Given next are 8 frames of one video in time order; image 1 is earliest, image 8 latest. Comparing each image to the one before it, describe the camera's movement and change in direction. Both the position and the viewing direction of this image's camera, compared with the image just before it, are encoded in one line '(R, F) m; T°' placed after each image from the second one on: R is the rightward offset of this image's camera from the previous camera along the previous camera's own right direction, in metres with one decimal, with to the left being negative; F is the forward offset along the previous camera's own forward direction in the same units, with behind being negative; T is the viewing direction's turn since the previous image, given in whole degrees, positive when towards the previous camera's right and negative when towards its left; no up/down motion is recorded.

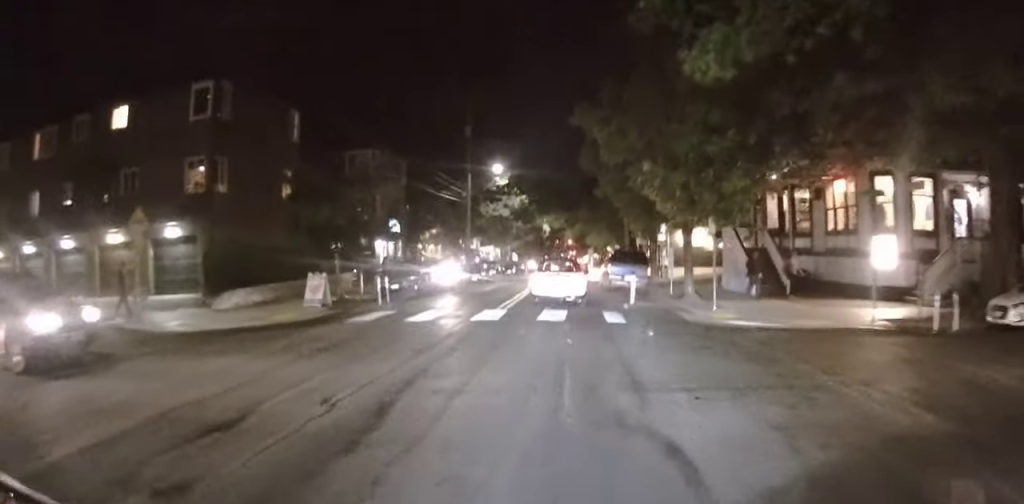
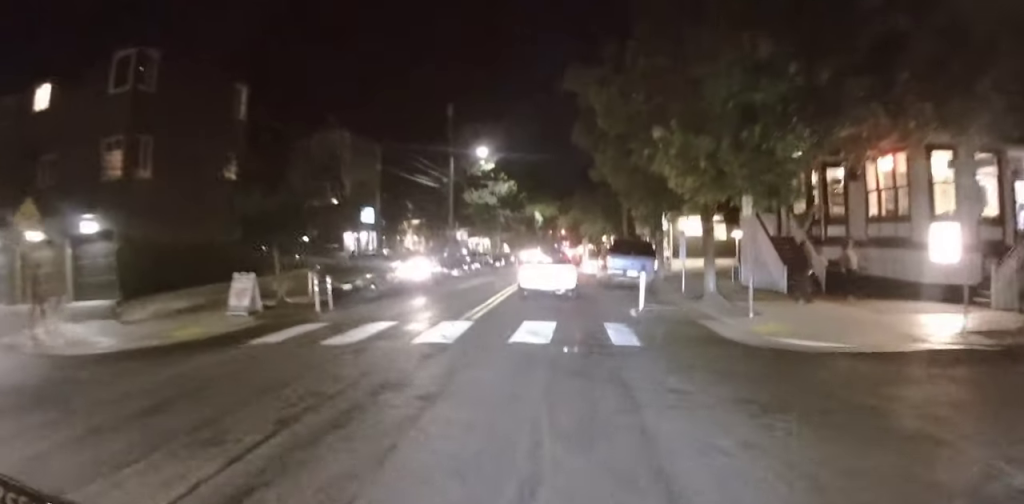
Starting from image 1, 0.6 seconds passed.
(-0.4, +5.1) m; -2°
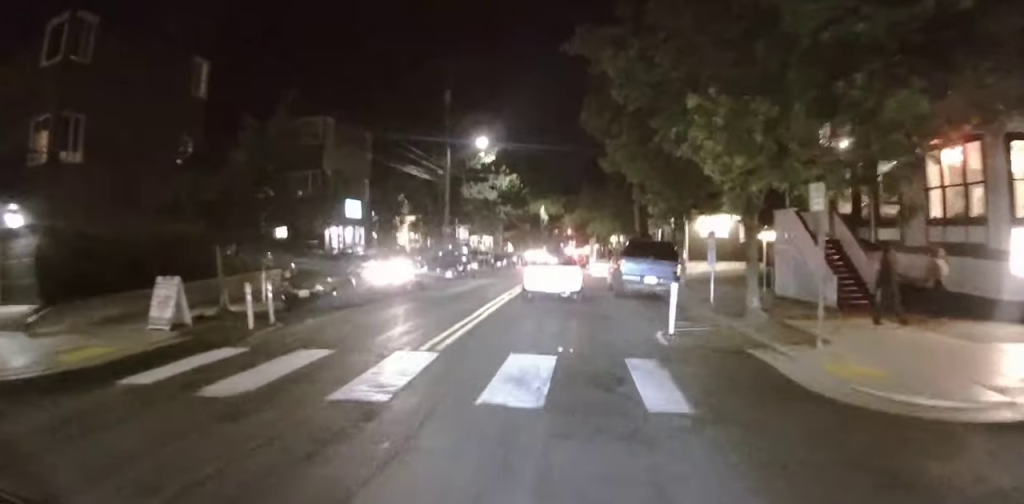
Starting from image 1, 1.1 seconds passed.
(-0.5, +4.5) m; 0°
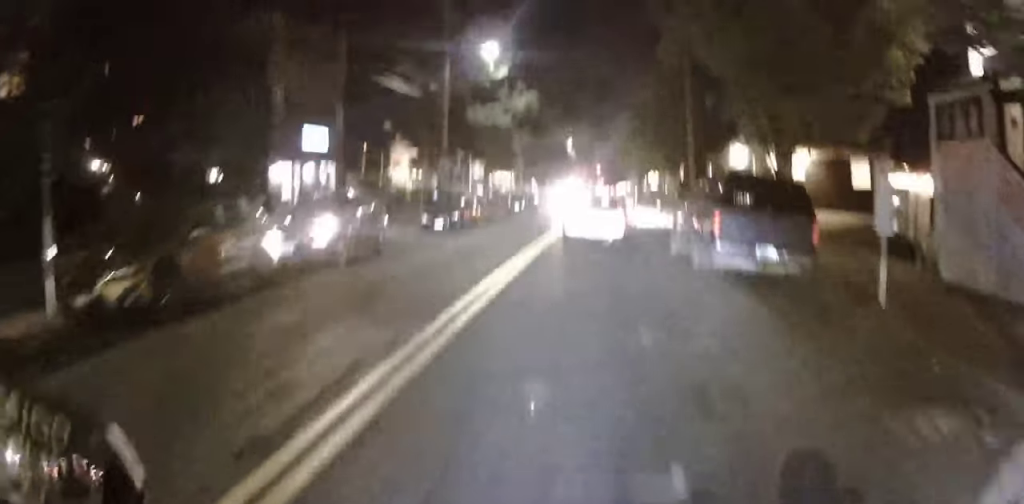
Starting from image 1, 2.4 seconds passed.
(+1.2, +11.0) m; +10°
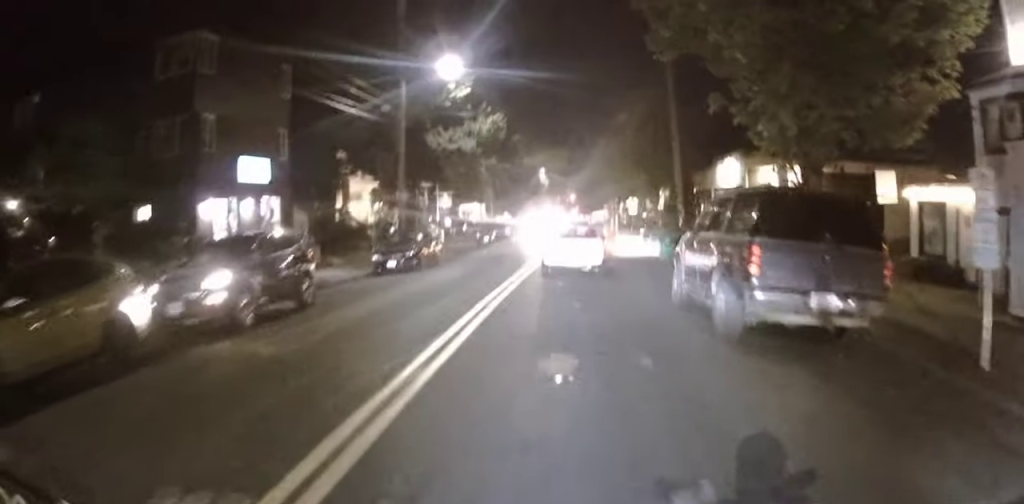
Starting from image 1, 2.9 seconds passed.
(+0.2, +4.3) m; +1°
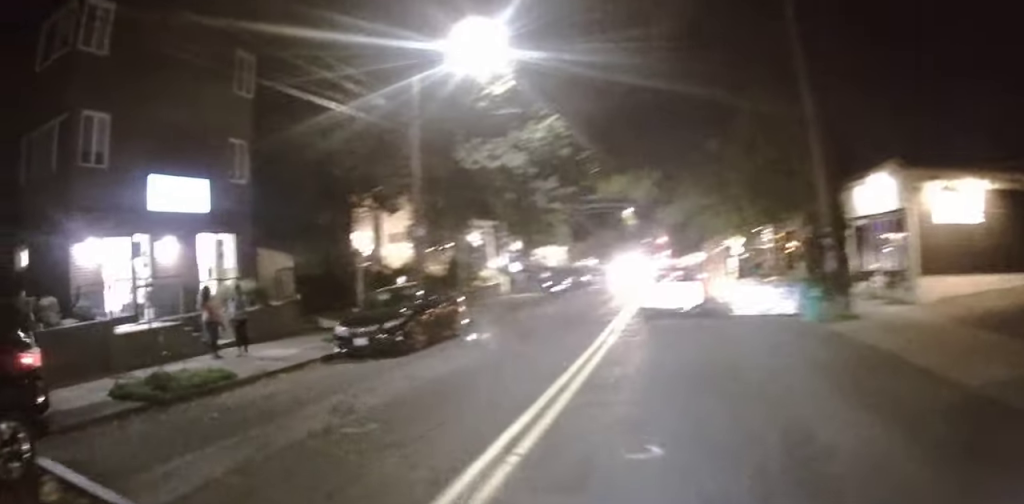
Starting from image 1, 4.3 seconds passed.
(0.0, +12.3) m; 0°
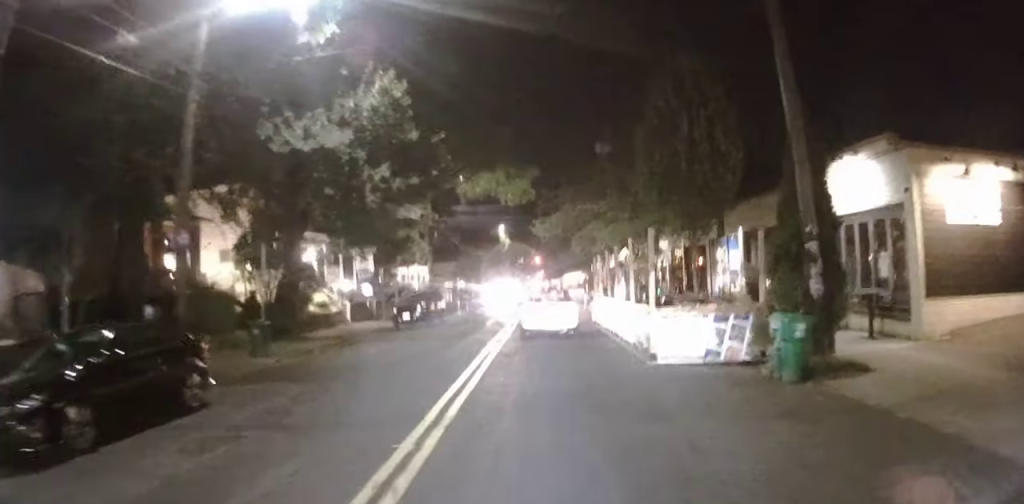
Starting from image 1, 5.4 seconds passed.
(+0.2, +7.7) m; +3°
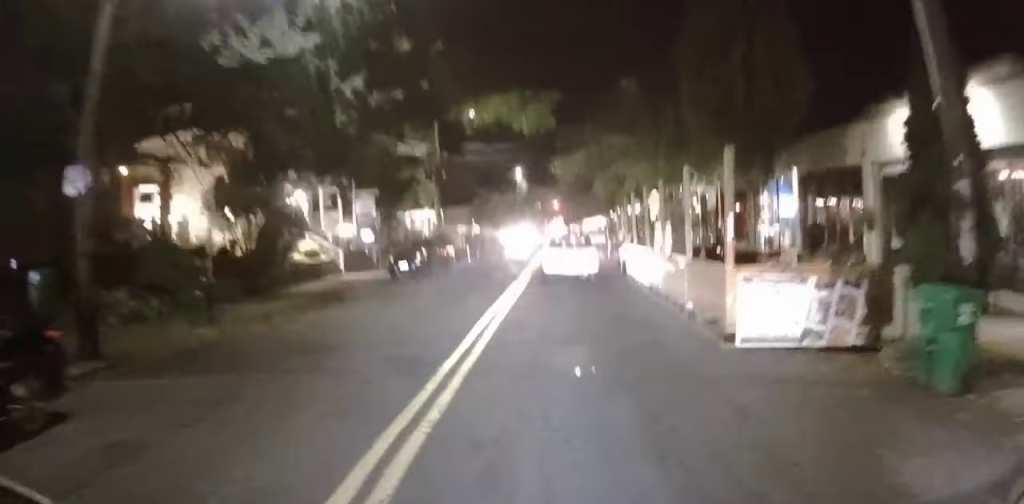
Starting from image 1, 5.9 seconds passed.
(0.0, +4.1) m; +3°
